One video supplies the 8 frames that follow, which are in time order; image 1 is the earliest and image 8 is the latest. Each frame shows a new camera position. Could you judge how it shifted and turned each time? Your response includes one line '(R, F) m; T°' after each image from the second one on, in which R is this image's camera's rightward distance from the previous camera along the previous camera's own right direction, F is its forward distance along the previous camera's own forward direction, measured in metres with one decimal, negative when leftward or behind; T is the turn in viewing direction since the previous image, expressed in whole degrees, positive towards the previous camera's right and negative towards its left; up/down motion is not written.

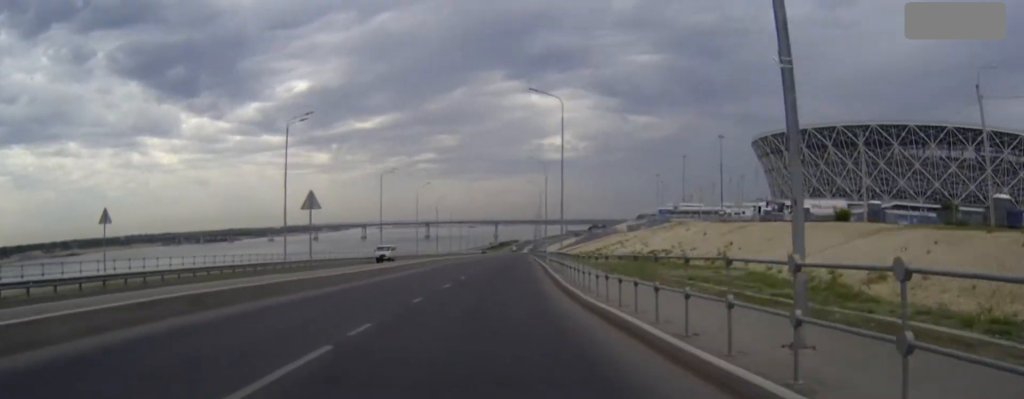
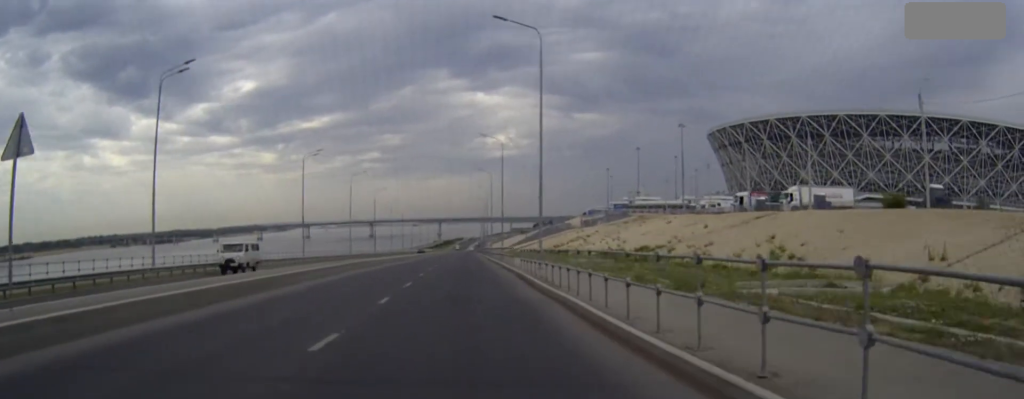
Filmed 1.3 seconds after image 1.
(+0.8, +17.7) m; +4°
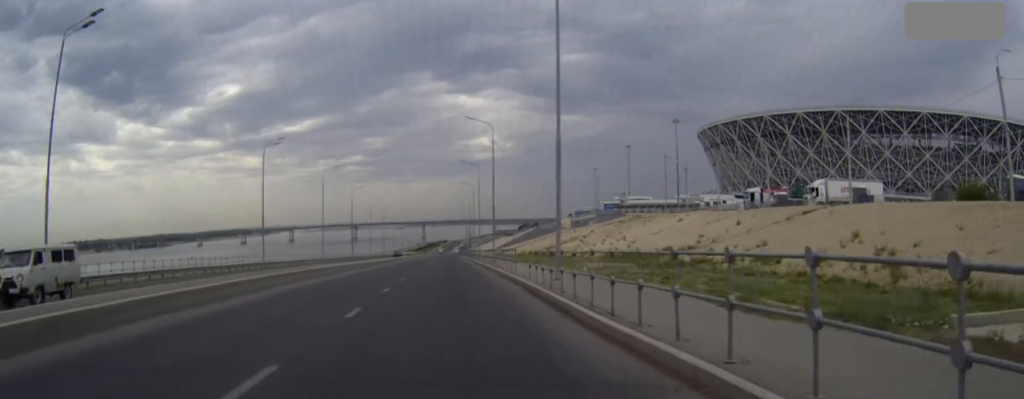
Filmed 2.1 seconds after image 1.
(+0.2, +11.4) m; +1°
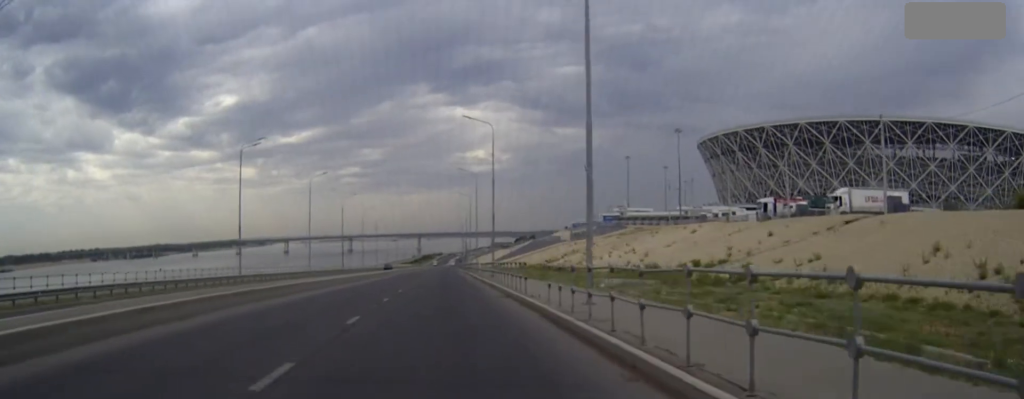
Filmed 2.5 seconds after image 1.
(0.0, +6.7) m; 0°
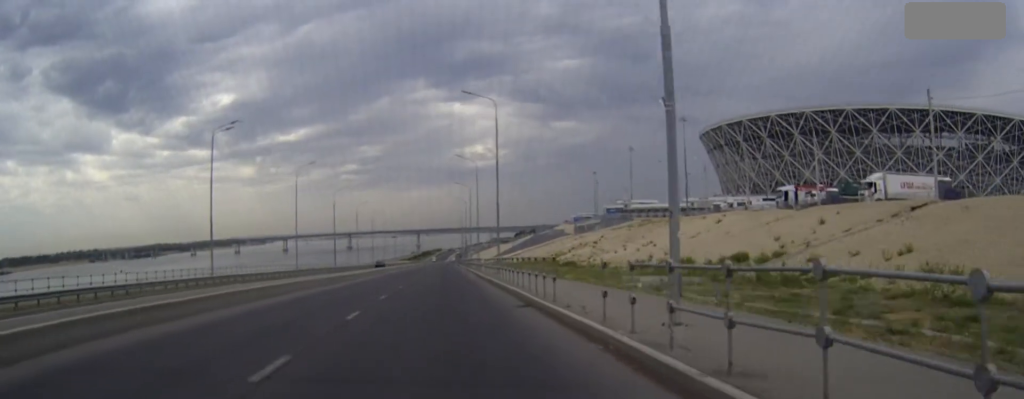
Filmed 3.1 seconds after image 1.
(0.0, +7.7) m; 0°
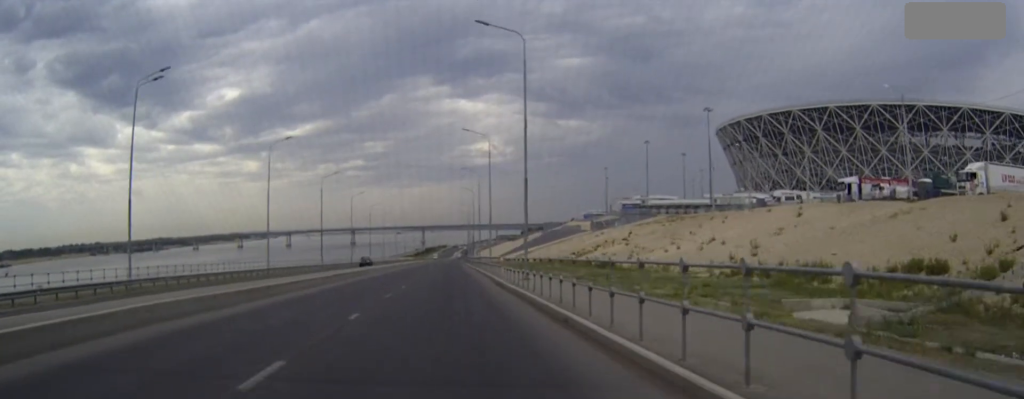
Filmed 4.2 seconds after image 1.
(0.0, +16.5) m; 0°
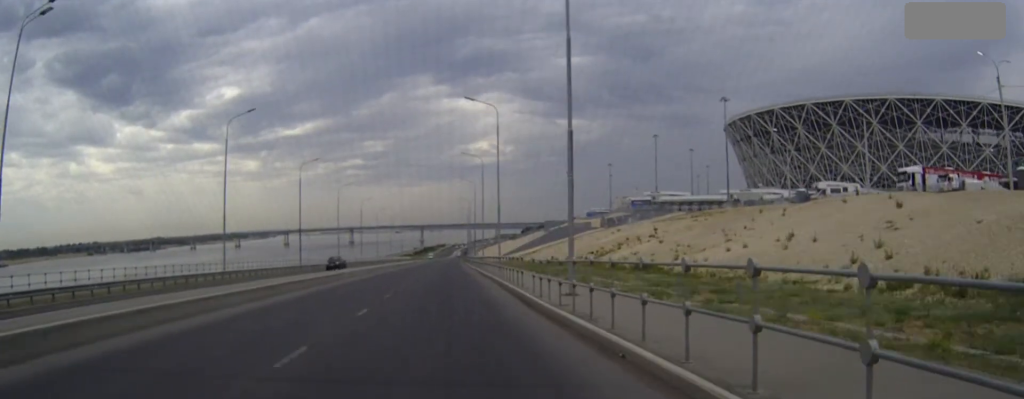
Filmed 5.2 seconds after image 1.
(-0.1, +14.3) m; 0°
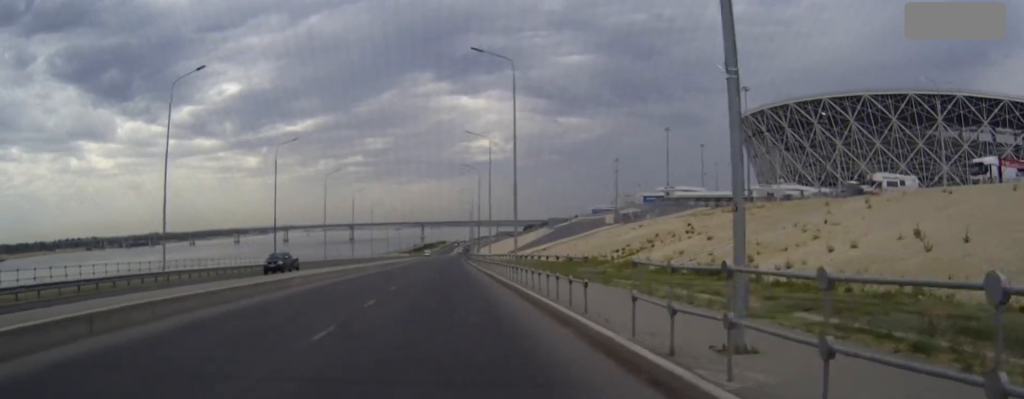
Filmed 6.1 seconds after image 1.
(0.0, +13.4) m; 0°
